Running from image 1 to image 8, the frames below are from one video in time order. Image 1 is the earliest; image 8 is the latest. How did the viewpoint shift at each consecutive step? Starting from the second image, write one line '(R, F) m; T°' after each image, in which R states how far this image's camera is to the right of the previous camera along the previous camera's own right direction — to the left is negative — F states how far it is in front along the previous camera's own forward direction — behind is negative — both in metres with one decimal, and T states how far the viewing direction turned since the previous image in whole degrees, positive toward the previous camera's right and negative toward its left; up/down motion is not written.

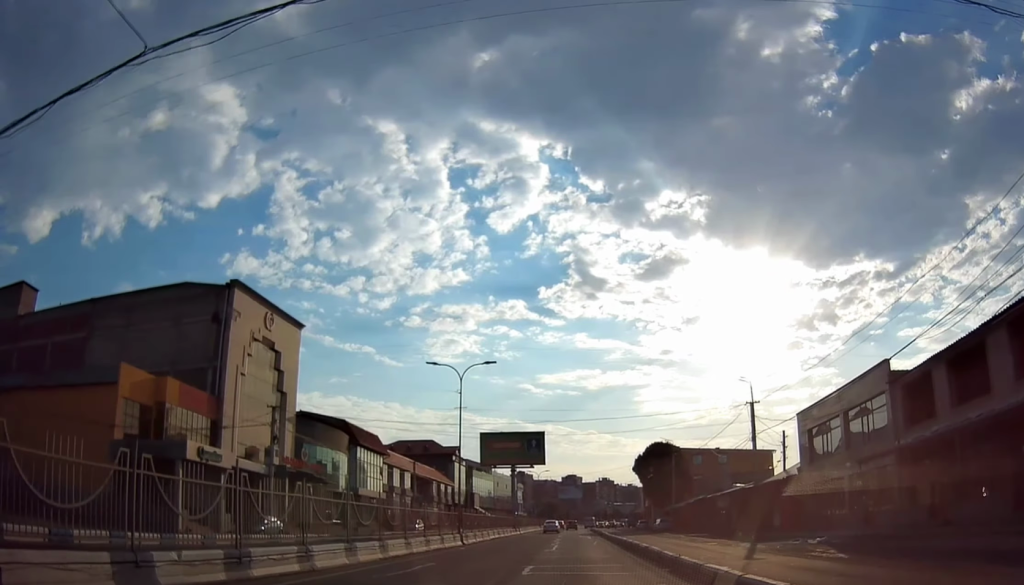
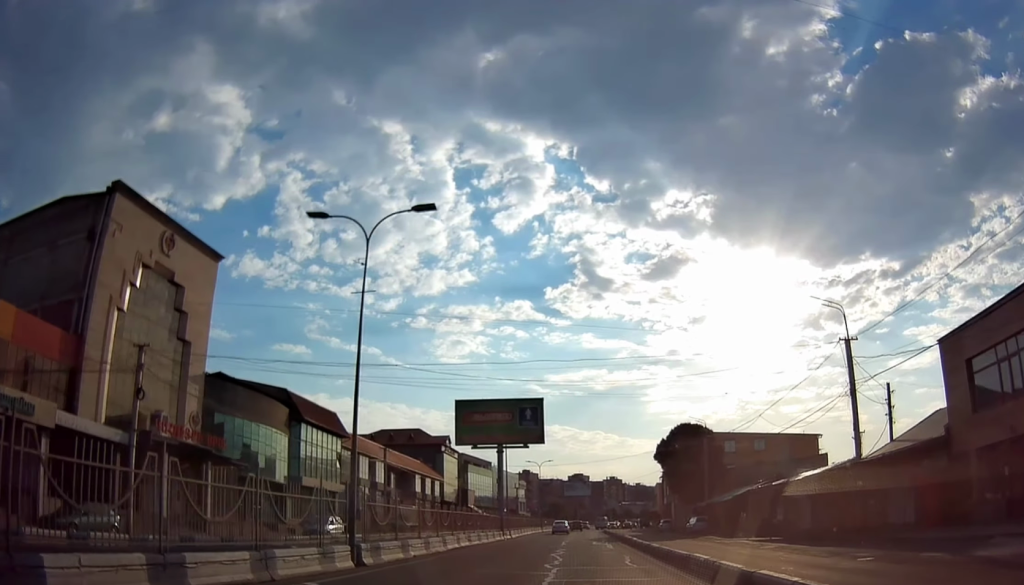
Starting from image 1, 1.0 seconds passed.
(+0.2, +17.3) m; +1°
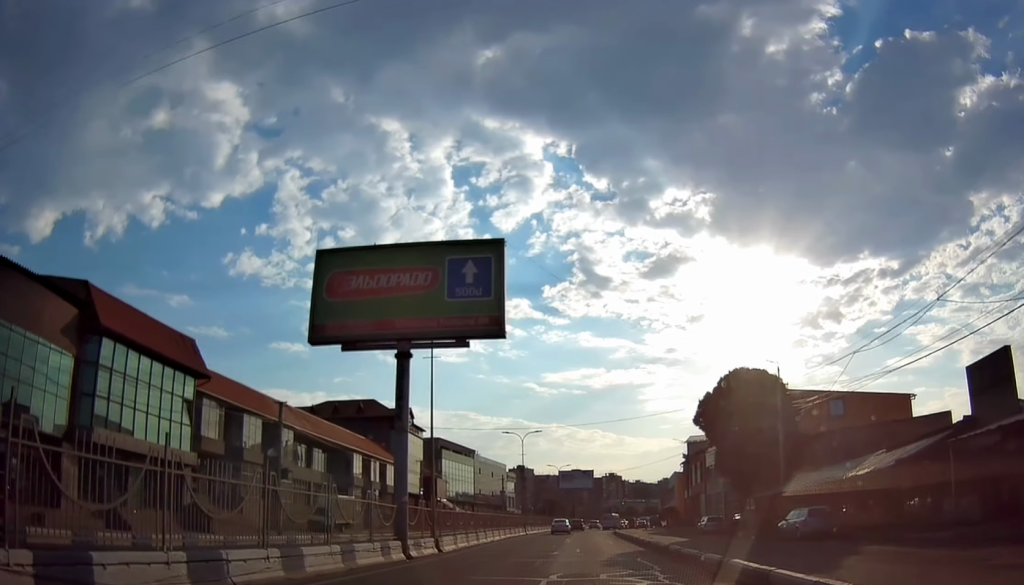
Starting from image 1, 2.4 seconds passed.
(+0.4, +26.5) m; +1°
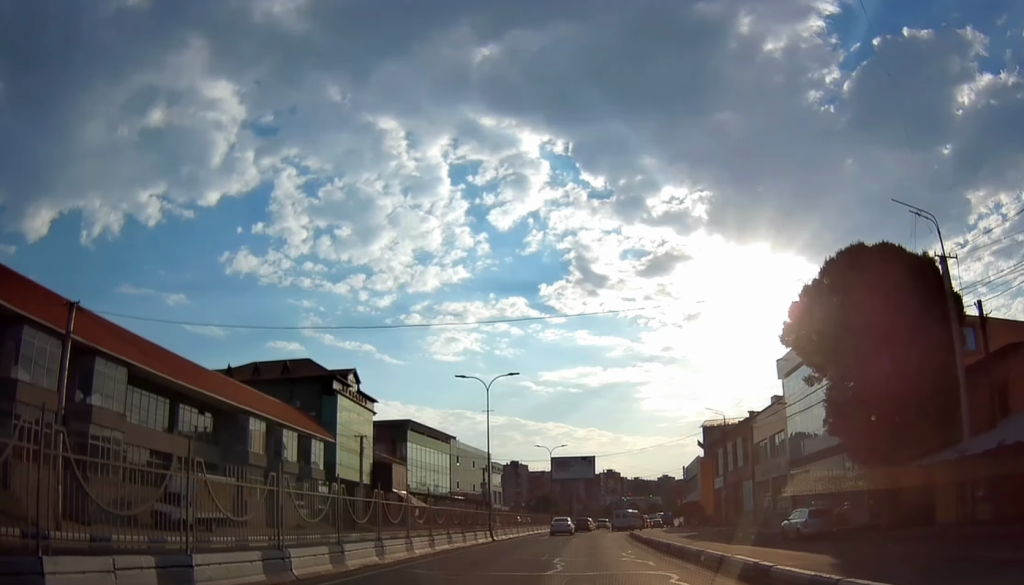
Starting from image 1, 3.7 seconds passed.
(0.0, +23.0) m; 0°
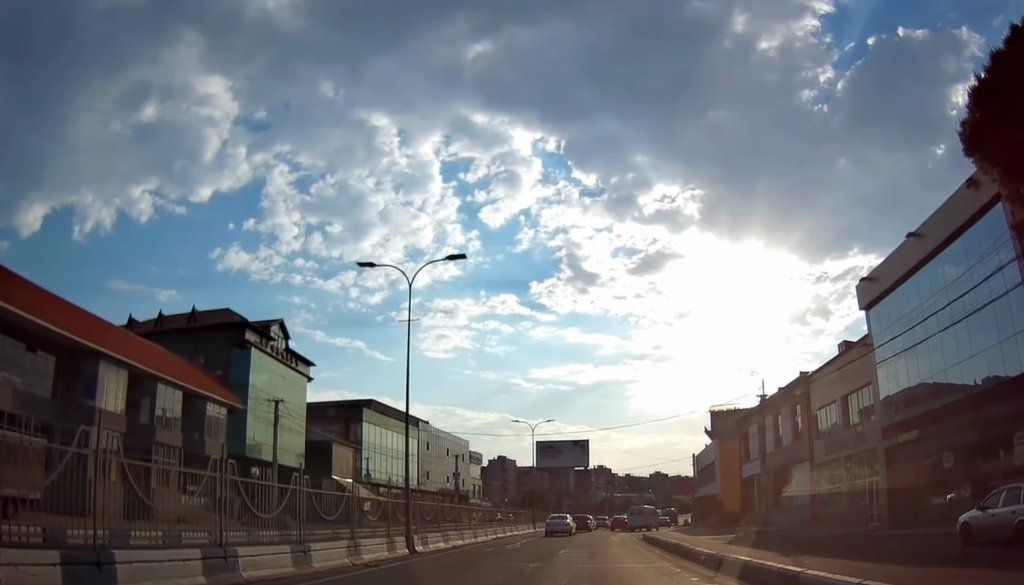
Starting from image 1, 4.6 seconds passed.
(+0.1, +17.0) m; +1°
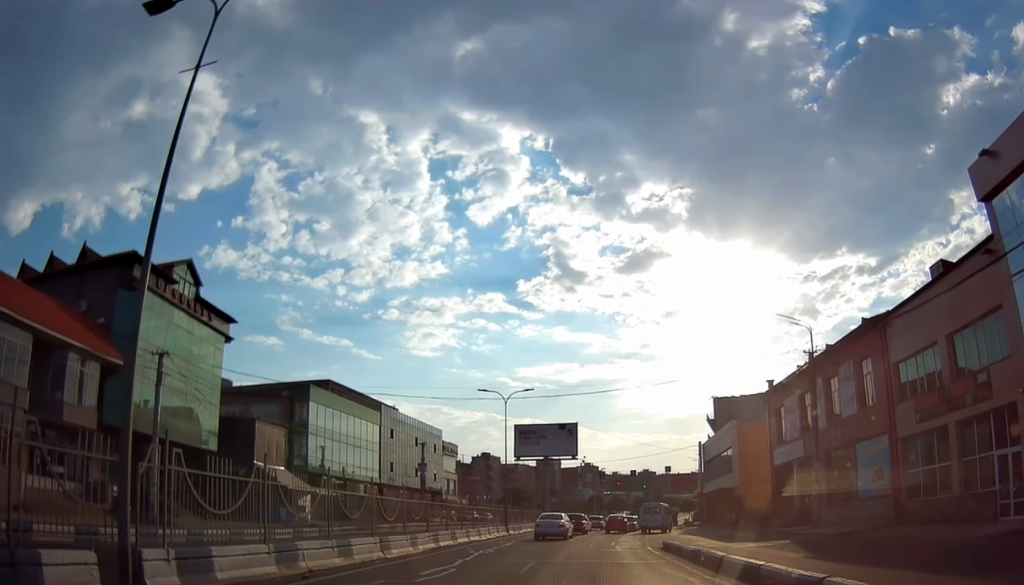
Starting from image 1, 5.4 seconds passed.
(+0.1, +13.8) m; 0°
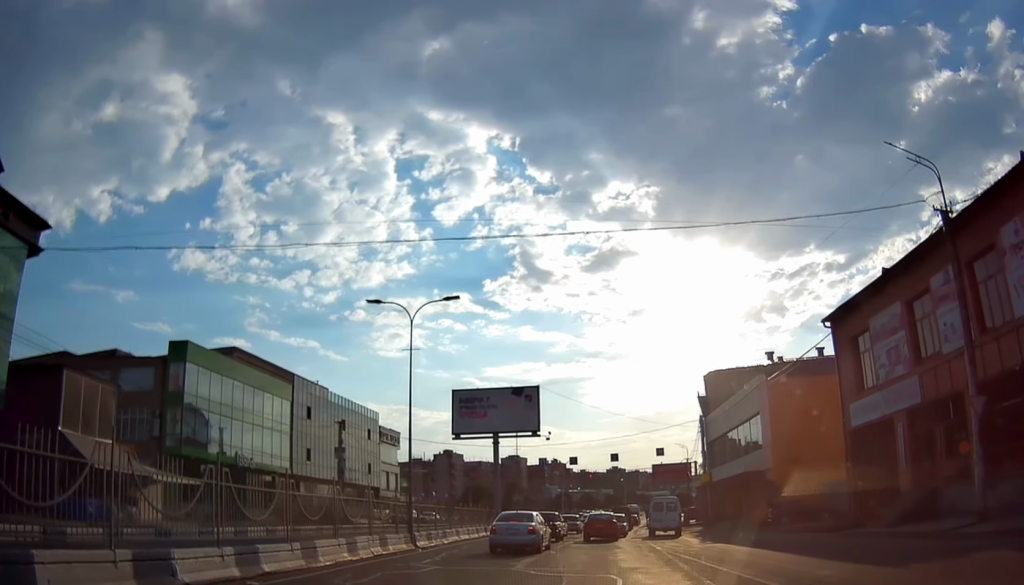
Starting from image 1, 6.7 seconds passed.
(-0.1, +18.2) m; +1°
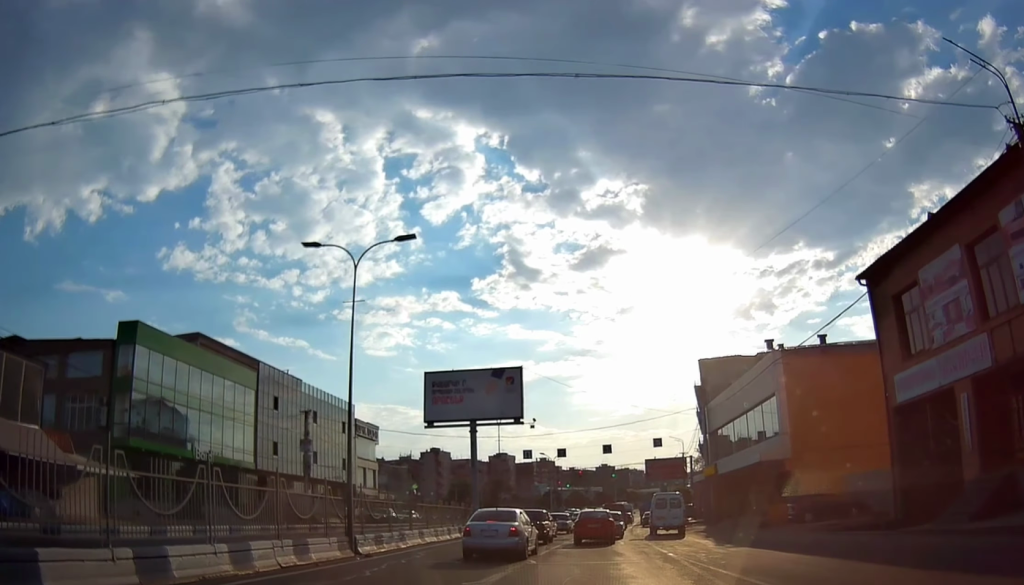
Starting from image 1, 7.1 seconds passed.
(0.0, +5.6) m; +1°
